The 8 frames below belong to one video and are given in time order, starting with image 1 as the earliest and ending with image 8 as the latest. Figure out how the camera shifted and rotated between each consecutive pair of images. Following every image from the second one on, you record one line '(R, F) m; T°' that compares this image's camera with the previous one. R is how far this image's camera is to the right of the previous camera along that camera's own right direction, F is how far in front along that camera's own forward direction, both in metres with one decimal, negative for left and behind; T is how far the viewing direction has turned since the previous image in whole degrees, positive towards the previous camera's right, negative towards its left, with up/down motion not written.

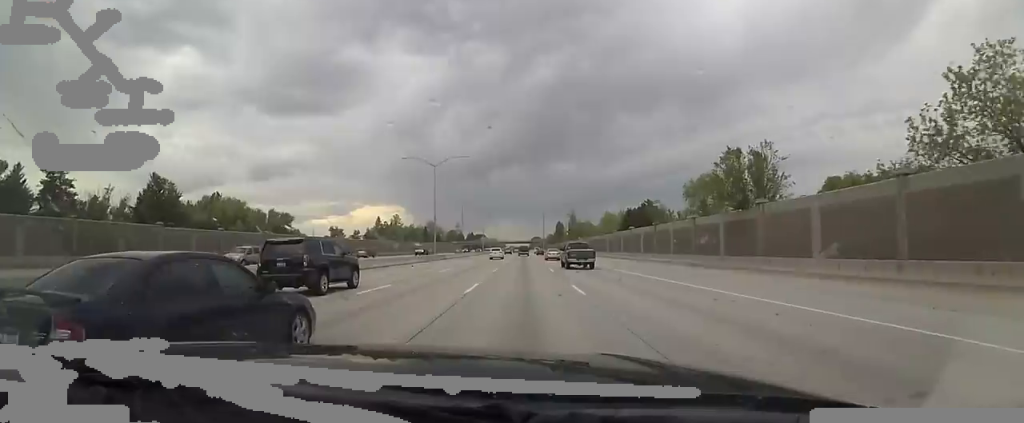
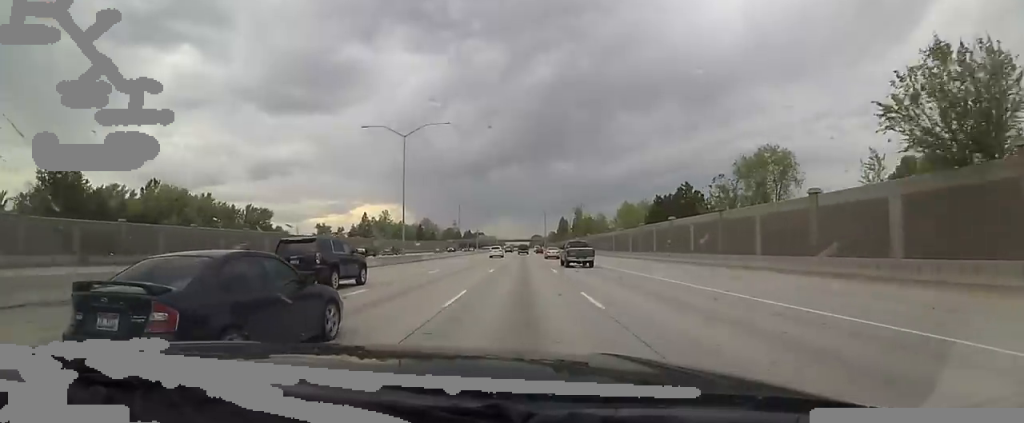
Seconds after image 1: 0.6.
(-0.1, +18.9) m; -1°
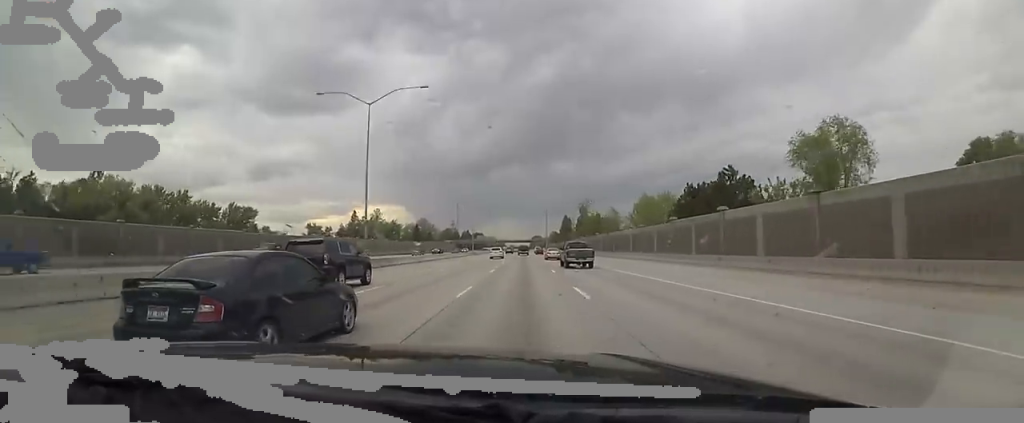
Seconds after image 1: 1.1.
(-0.3, +12.9) m; -1°
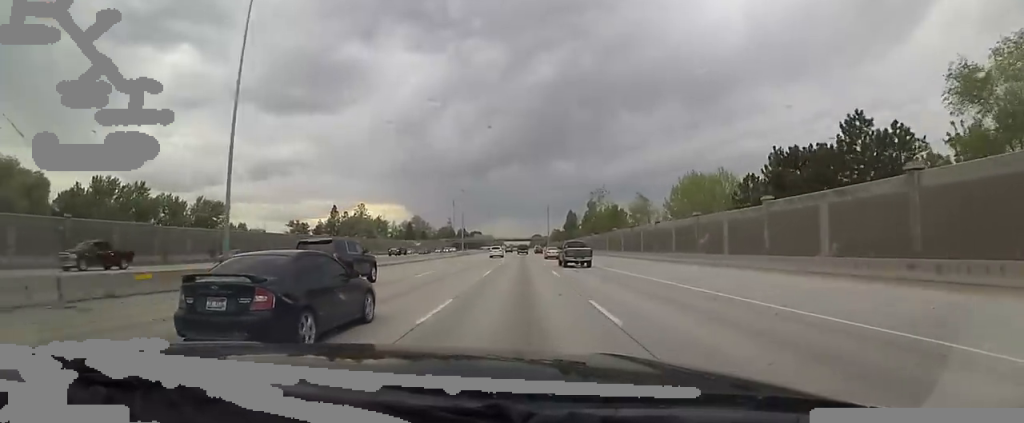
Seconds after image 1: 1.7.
(-0.2, +20.0) m; -1°
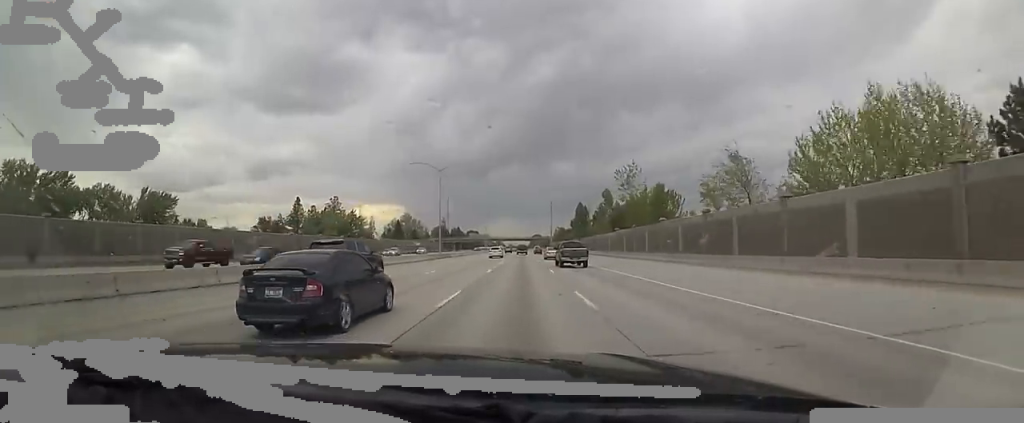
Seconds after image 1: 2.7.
(-0.1, +27.9) m; 0°
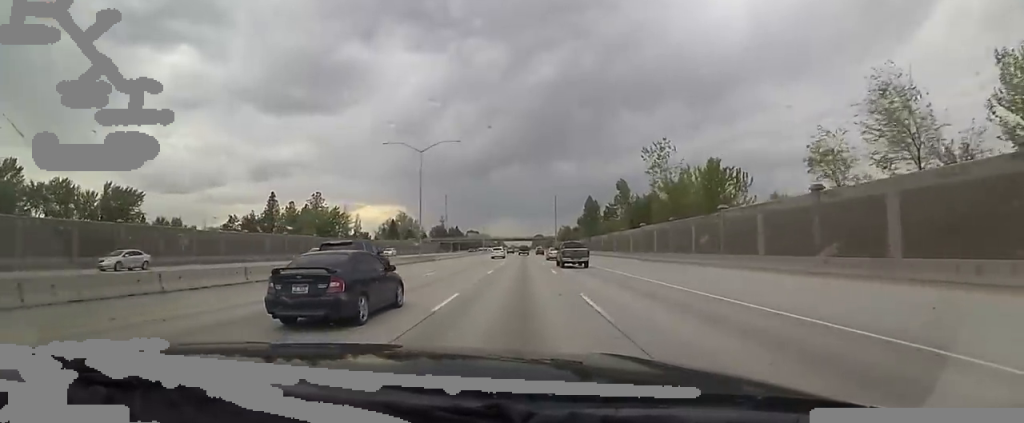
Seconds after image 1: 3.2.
(0.0, +15.8) m; 0°
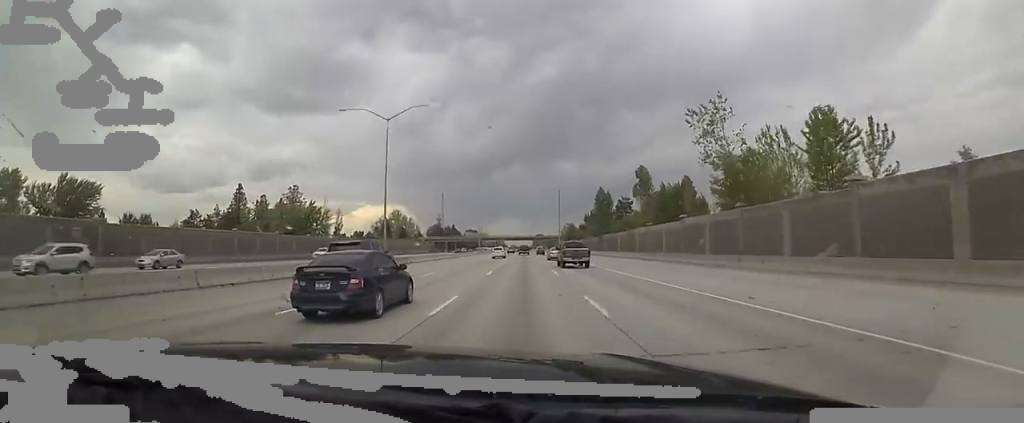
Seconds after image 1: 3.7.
(0.0, +16.1) m; 0°
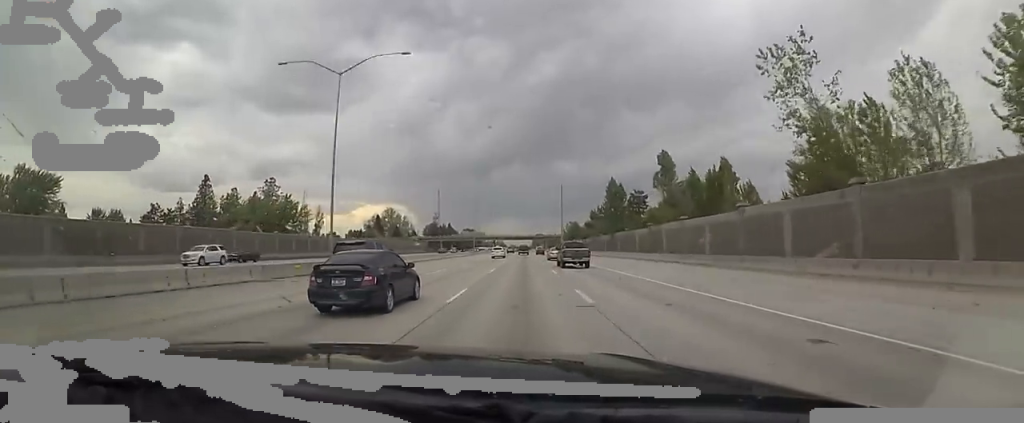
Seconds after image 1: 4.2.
(0.0, +13.1) m; 0°
